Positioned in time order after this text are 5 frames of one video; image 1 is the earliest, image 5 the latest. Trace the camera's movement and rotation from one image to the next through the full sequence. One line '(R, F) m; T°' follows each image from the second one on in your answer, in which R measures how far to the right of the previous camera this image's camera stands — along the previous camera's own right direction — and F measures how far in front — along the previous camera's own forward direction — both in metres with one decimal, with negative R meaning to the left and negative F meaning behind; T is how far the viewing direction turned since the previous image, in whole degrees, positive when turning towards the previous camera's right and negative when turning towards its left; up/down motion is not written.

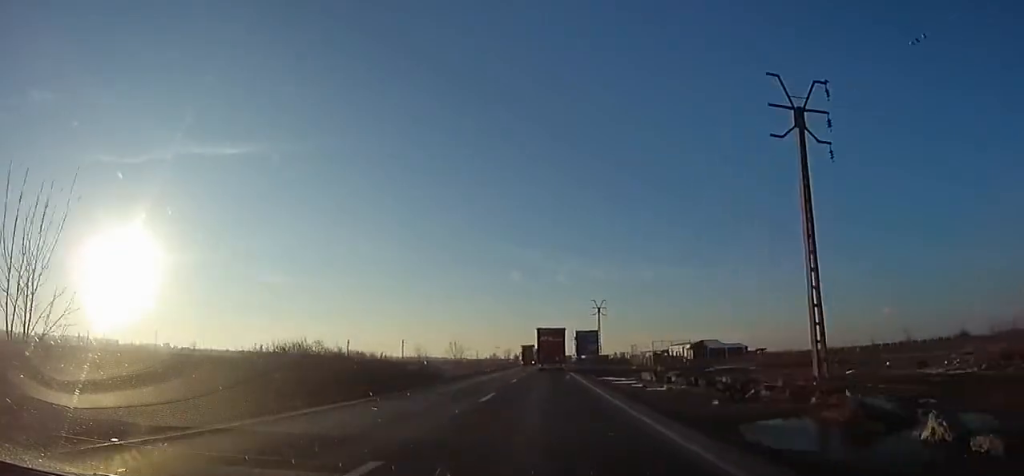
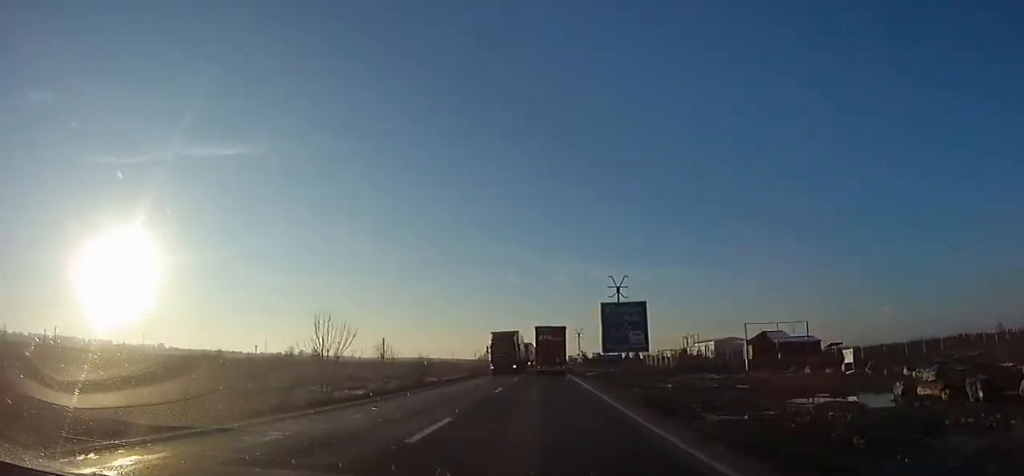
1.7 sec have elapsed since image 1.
(+0.3, +30.1) m; +1°
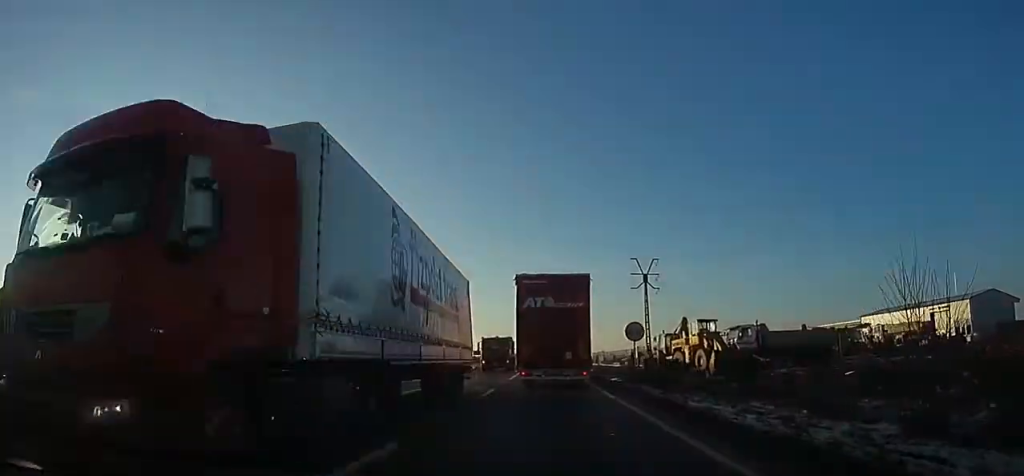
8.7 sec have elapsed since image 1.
(-2.3, +103.1) m; 0°
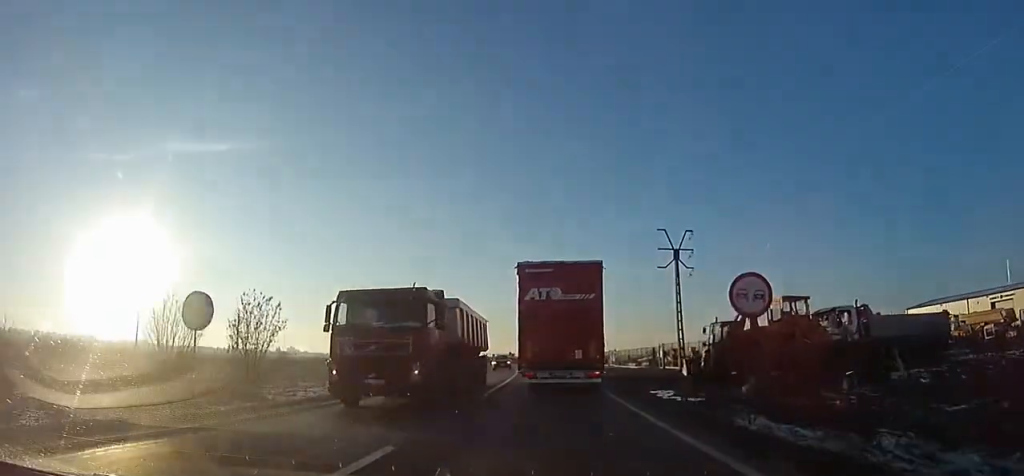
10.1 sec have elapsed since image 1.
(+1.2, +13.8) m; +1°
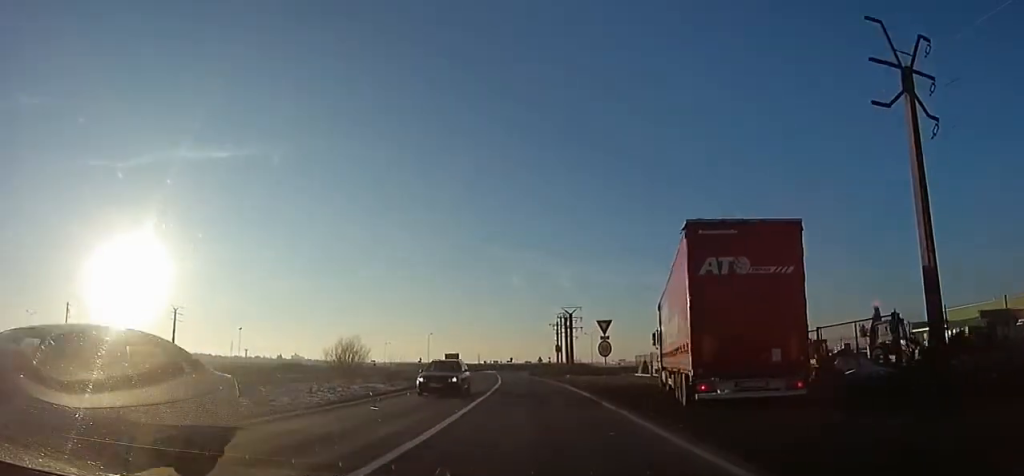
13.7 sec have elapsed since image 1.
(-1.9, +32.7) m; -5°
